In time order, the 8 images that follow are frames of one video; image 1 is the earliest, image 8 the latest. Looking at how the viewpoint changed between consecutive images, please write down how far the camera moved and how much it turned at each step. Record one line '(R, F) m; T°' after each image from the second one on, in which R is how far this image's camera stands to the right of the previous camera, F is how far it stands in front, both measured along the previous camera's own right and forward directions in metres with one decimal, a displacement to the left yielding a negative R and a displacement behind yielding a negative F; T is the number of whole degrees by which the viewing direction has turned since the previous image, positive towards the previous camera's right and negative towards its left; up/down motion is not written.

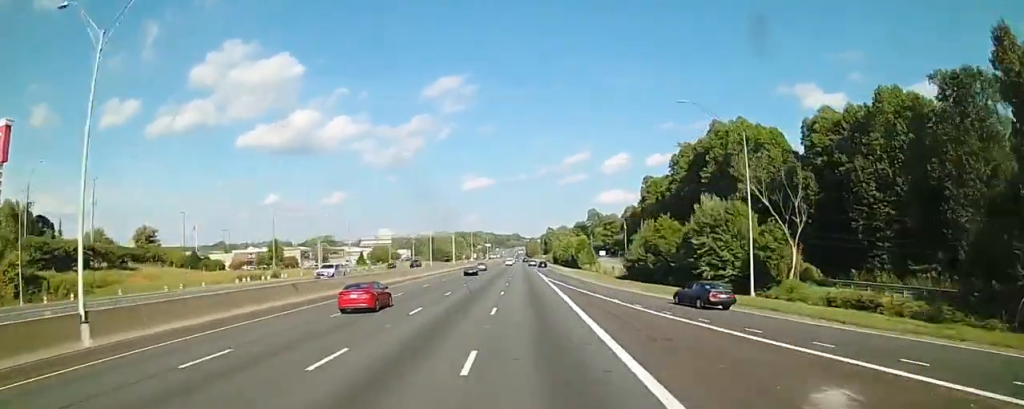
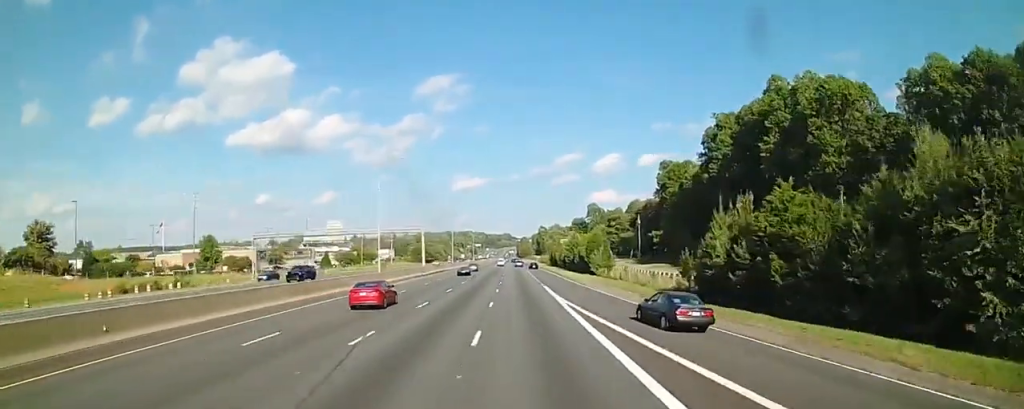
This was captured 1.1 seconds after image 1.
(+0.1, +32.7) m; +1°
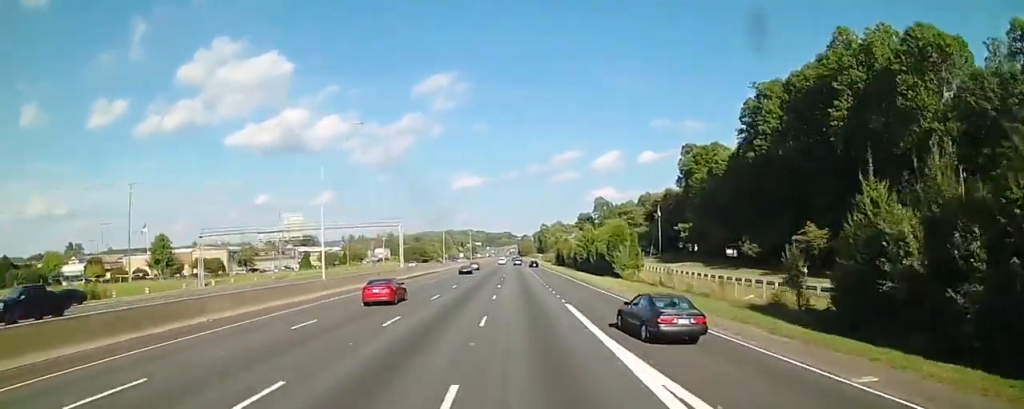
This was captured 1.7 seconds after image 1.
(+0.1, +20.4) m; 0°
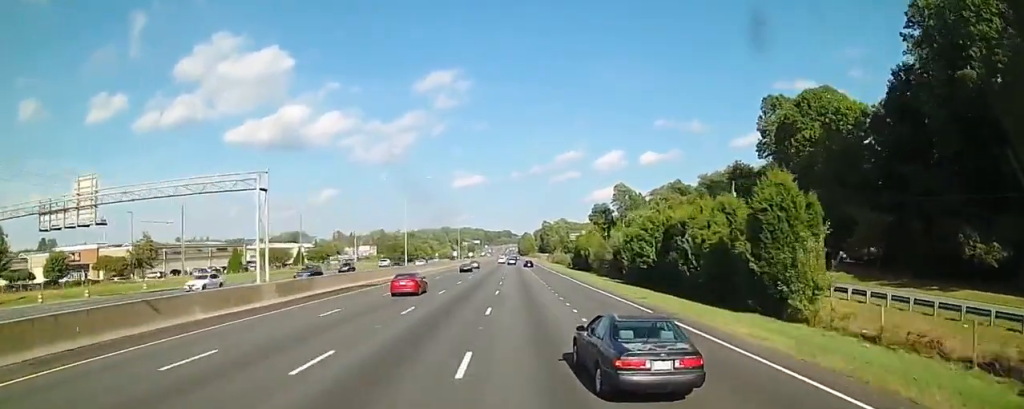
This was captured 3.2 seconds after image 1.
(-0.2, +45.0) m; 0°
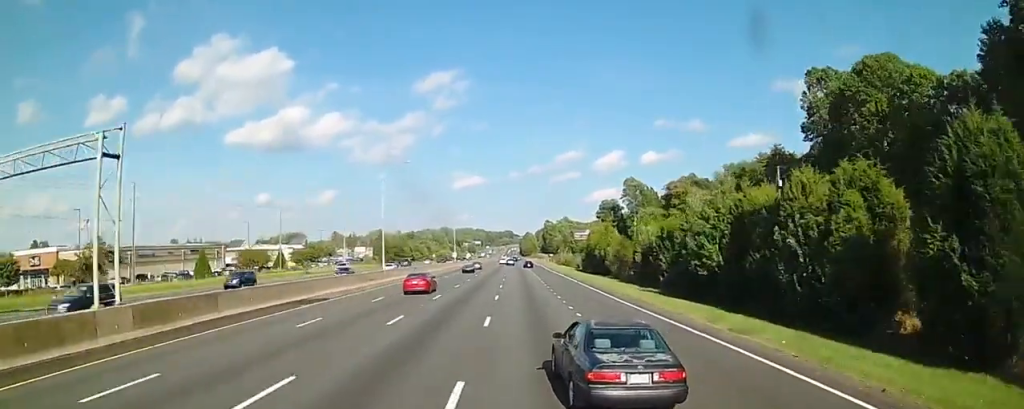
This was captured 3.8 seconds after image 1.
(0.0, +15.7) m; 0°
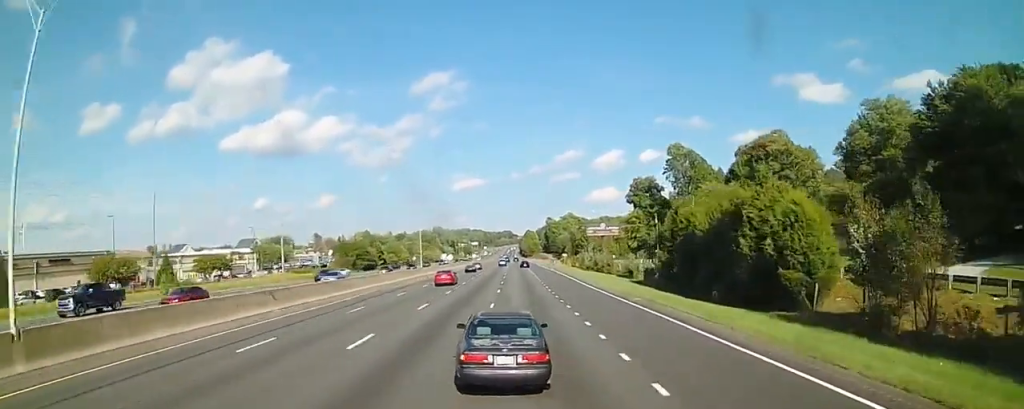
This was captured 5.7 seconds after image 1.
(0.0, +56.1) m; 0°
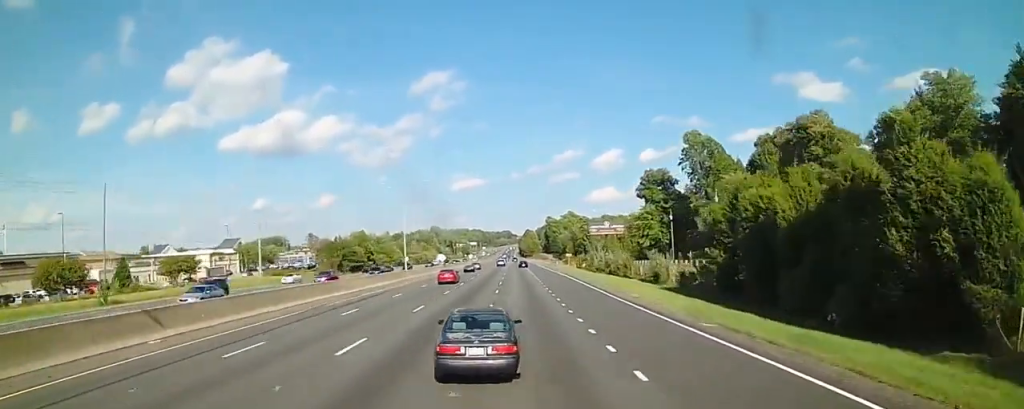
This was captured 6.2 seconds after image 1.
(-0.1, +13.4) m; 0°
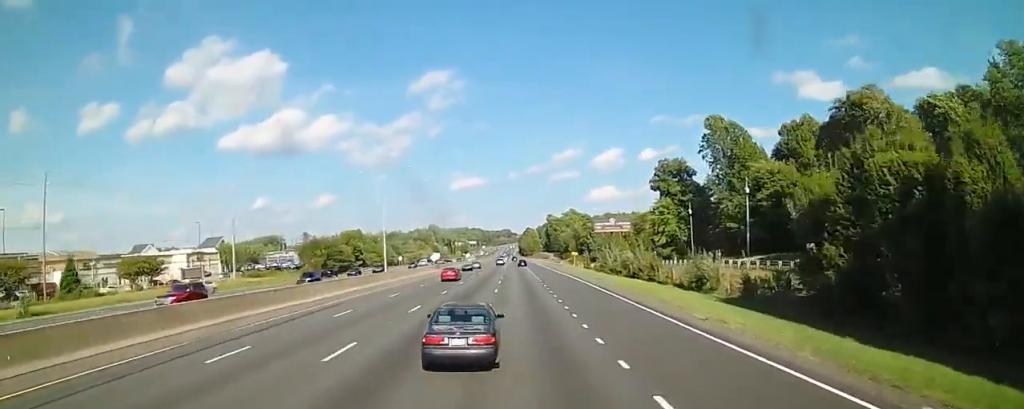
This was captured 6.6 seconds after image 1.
(0.0, +13.4) m; 0°
